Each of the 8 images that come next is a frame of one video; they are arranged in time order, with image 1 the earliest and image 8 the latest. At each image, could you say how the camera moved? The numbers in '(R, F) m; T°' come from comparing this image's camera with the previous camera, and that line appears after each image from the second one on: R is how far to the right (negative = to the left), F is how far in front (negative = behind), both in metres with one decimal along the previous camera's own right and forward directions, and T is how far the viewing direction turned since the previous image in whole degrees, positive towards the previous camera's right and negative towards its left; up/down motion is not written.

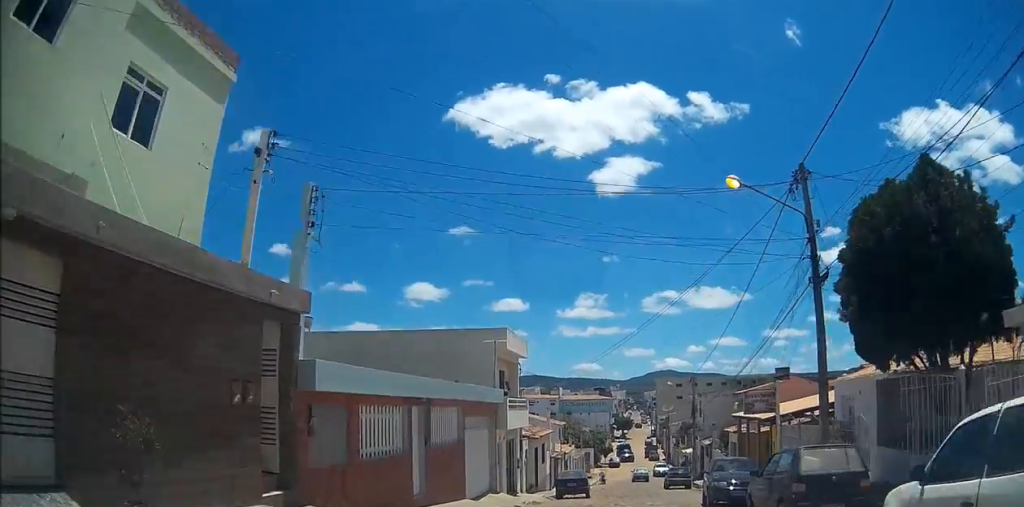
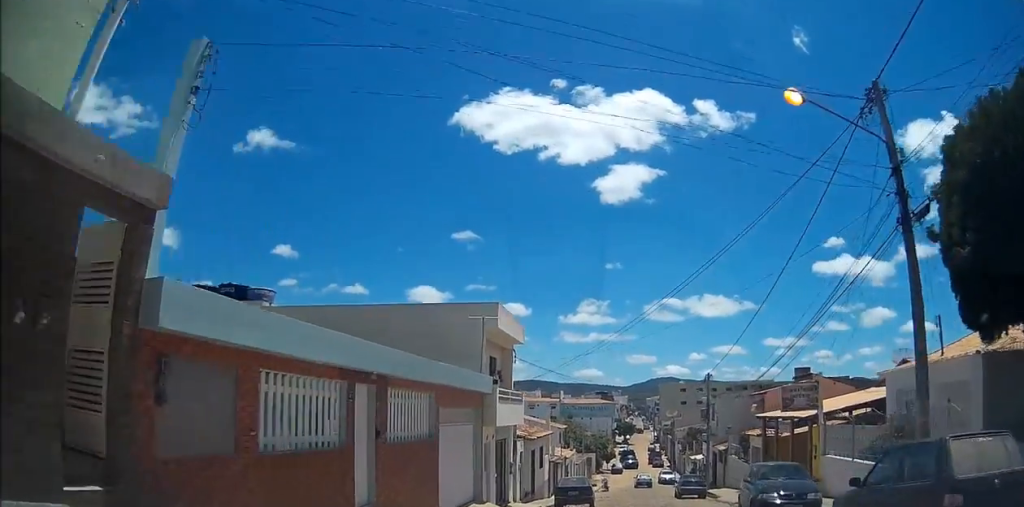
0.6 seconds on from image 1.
(0.0, +4.1) m; 0°
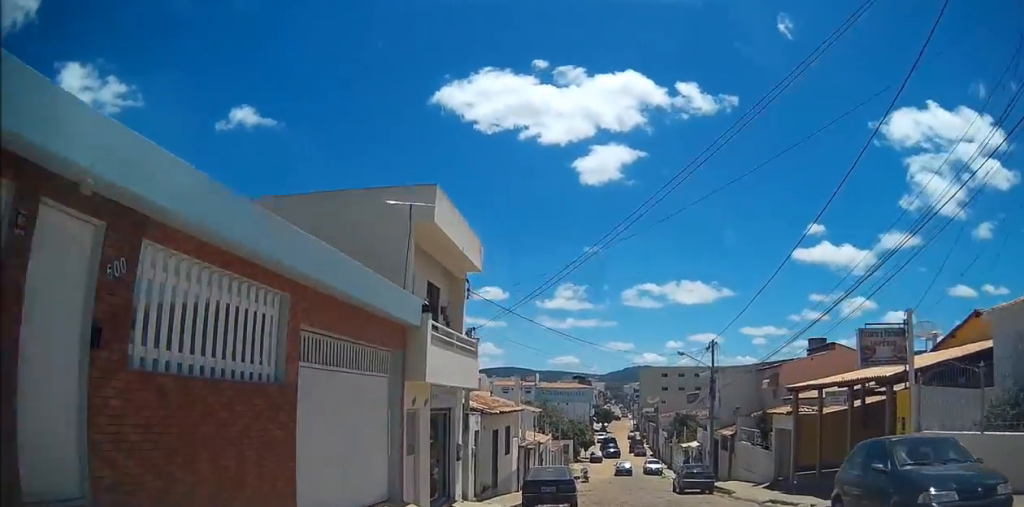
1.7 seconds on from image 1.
(0.0, +7.0) m; +1°
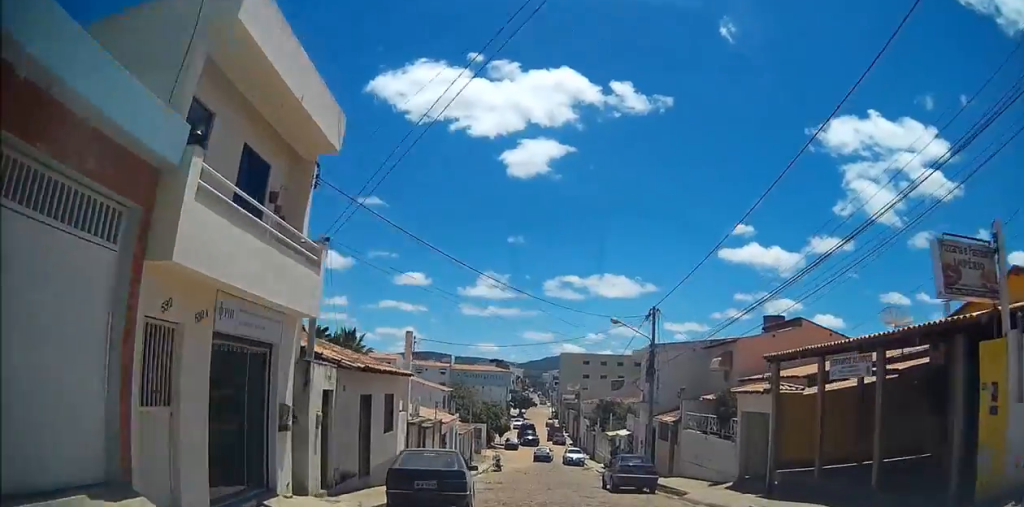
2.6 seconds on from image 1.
(+0.1, +6.3) m; +2°
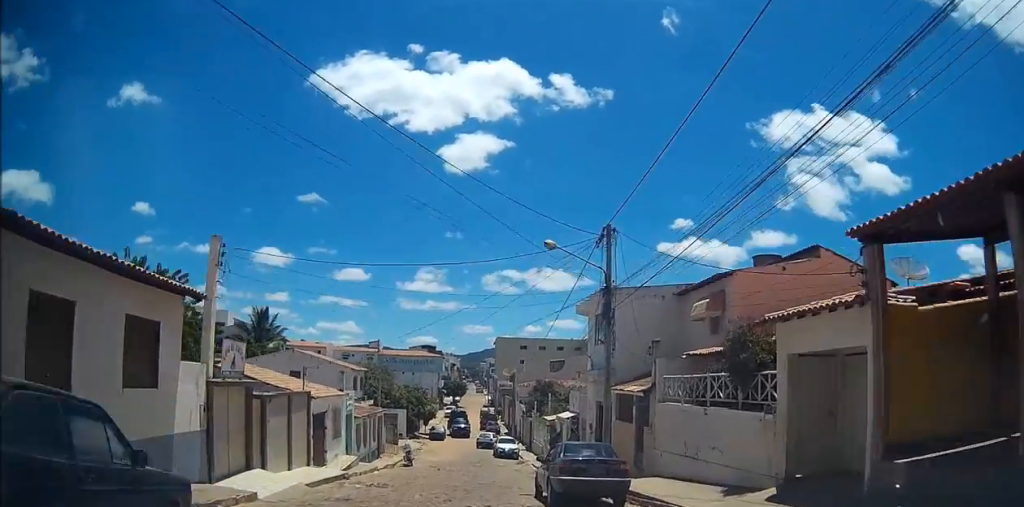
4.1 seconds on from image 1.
(+0.3, +9.9) m; +5°
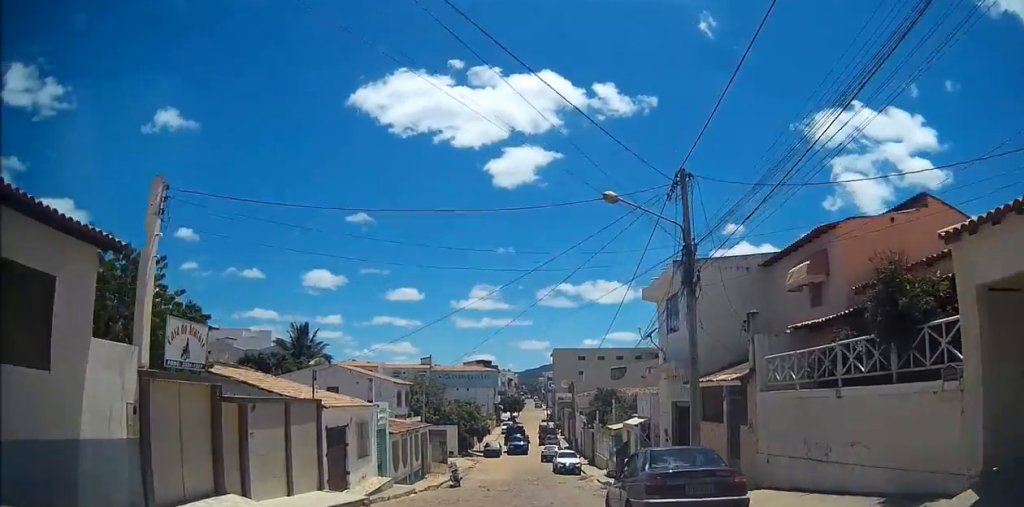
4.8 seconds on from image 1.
(+0.3, +4.5) m; +2°
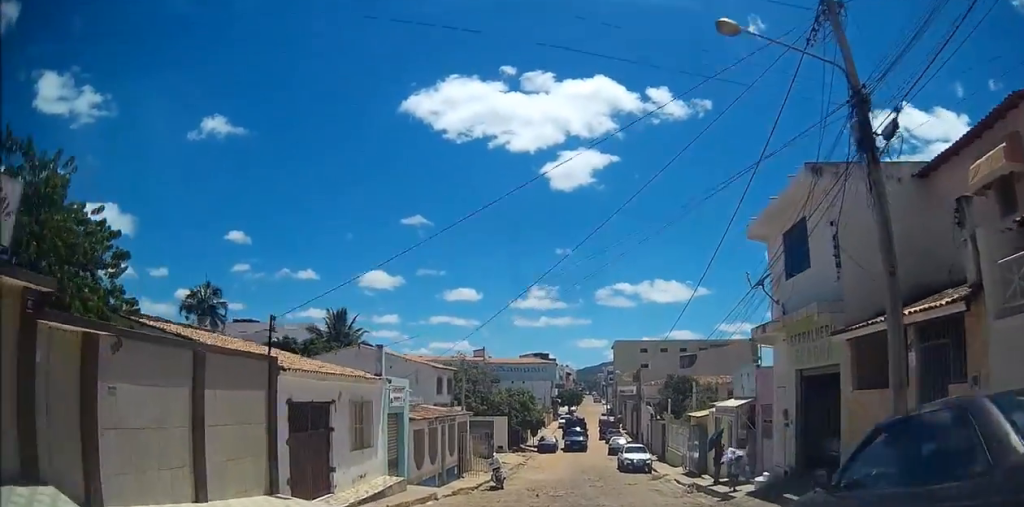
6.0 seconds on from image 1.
(0.0, +7.5) m; -3°
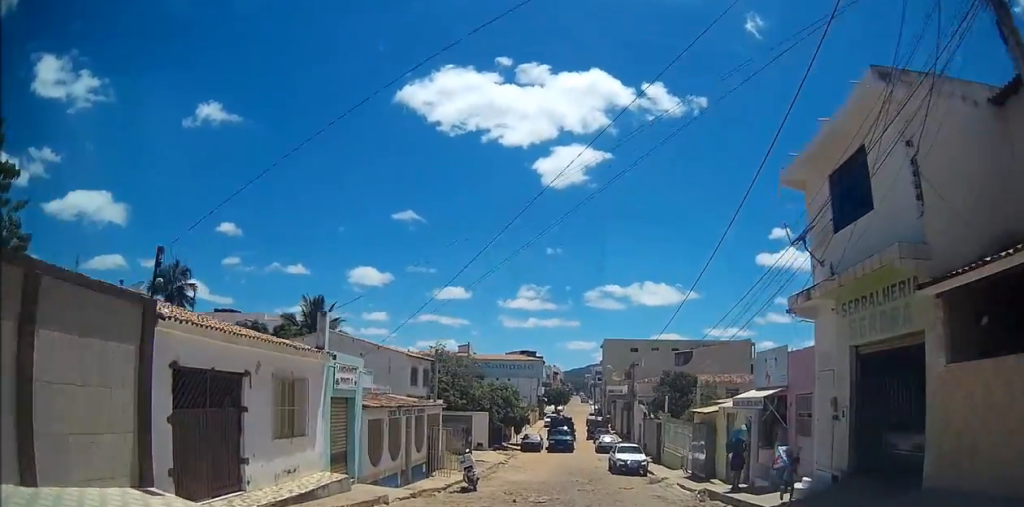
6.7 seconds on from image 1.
(-0.2, +4.5) m; -4°
